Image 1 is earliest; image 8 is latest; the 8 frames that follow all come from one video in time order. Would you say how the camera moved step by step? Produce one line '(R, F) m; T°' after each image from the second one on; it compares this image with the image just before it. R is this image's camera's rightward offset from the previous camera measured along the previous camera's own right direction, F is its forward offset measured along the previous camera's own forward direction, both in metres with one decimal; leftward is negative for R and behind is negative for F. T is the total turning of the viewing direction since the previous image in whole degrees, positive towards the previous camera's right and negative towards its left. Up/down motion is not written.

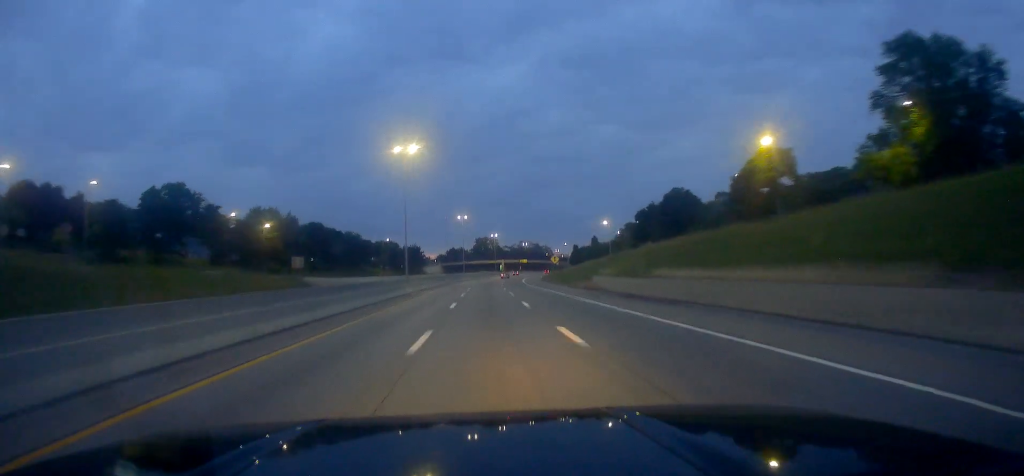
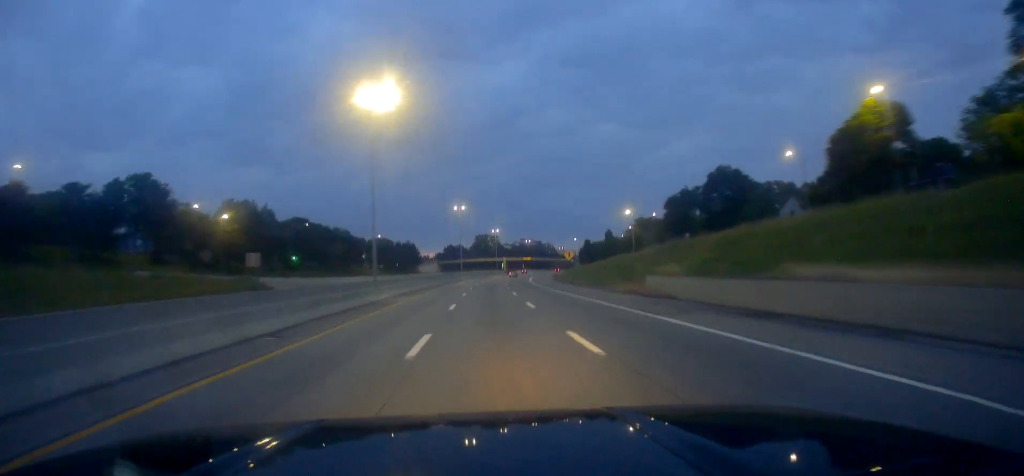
(+0.1, +17.0) m; 0°
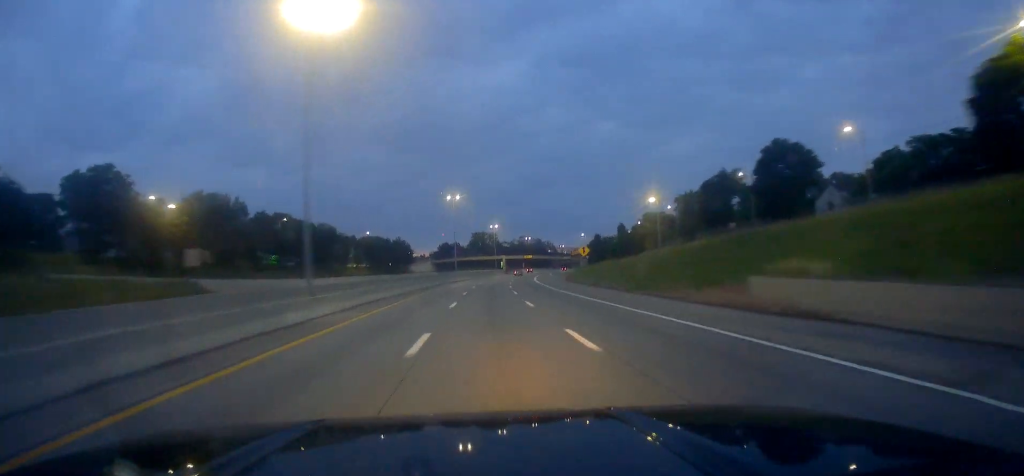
(-0.1, +14.7) m; 0°
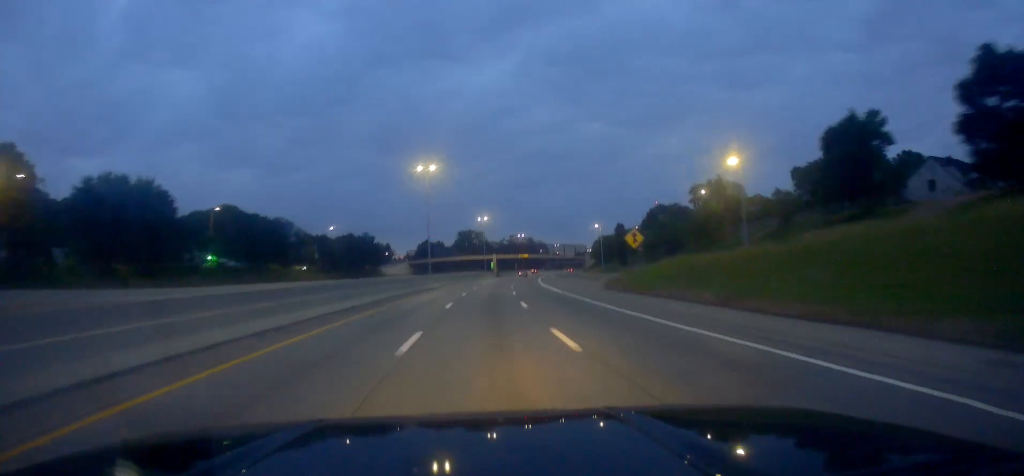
(-0.2, +29.5) m; +1°
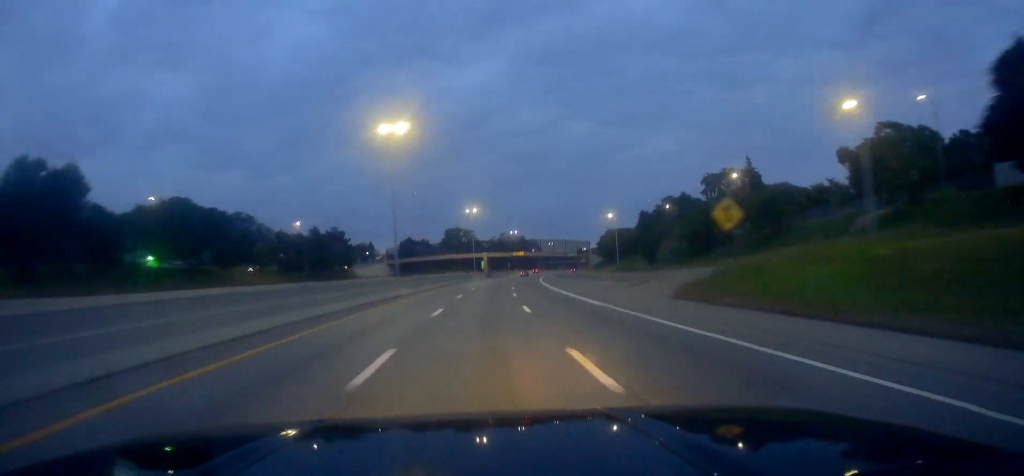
(+0.5, +19.3) m; +1°
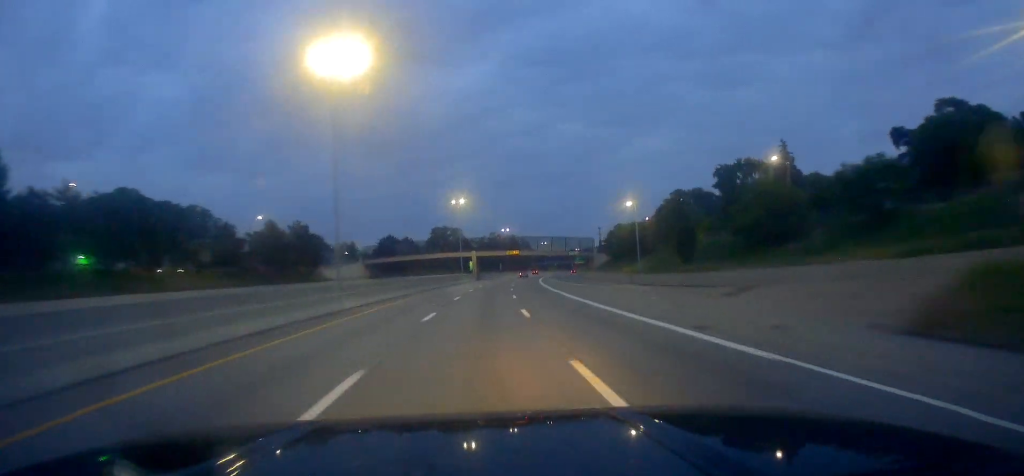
(+0.1, +17.0) m; 0°
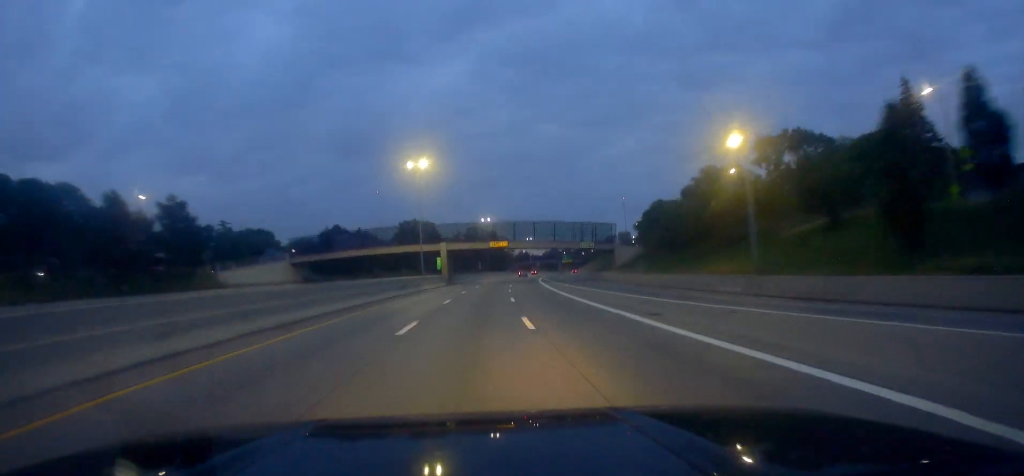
(0.0, +35.1) m; +1°
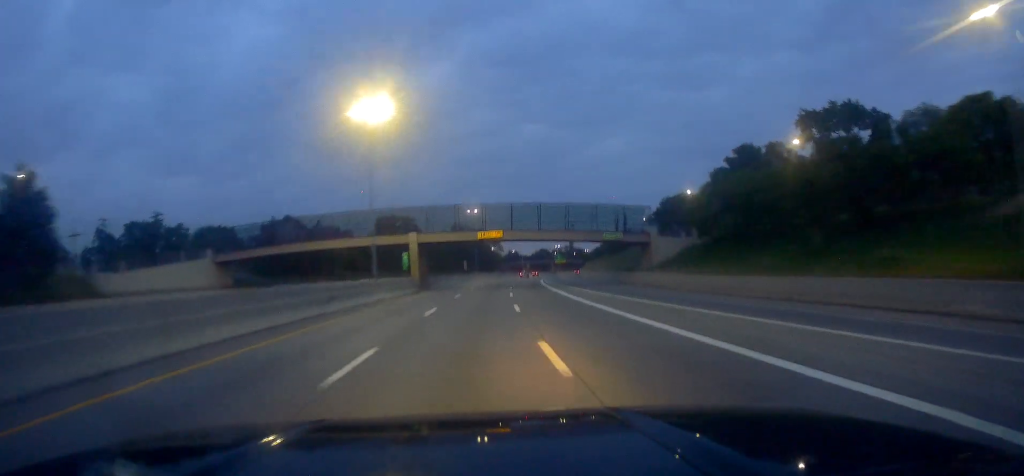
(-0.3, +22.6) m; +2°
